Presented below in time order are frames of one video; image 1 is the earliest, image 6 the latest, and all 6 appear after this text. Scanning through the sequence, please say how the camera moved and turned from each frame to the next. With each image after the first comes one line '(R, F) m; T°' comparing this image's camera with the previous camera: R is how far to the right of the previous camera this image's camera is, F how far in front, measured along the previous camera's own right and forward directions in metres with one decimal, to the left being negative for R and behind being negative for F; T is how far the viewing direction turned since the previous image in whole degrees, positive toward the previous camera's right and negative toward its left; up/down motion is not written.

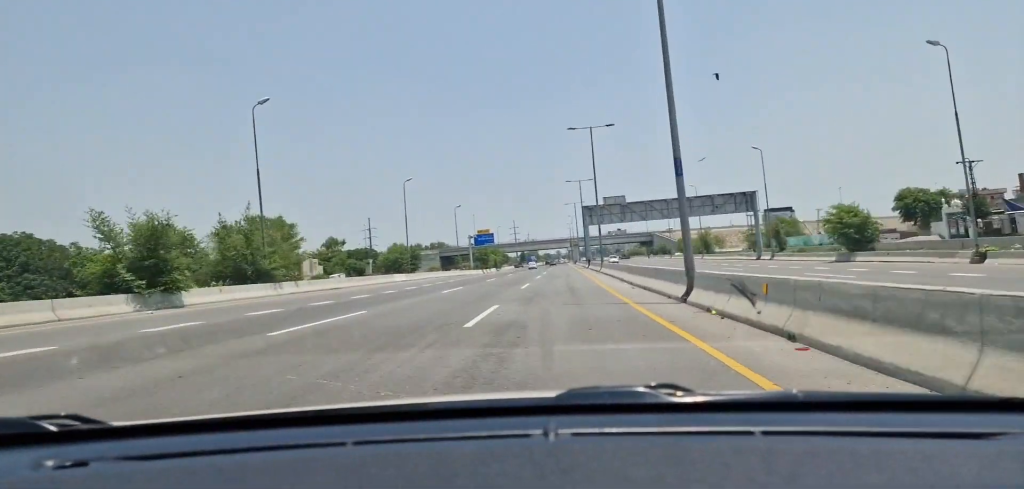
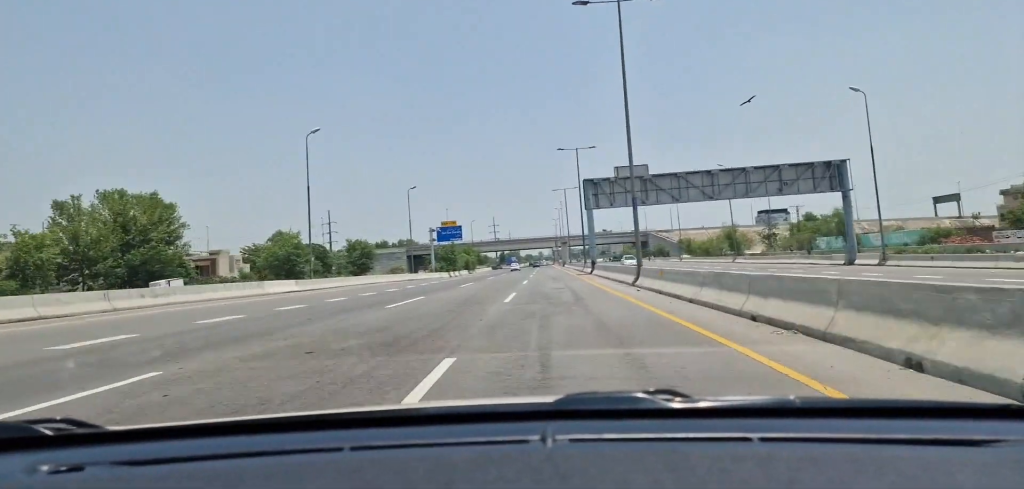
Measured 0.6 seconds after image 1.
(+0.1, +28.9) m; +1°
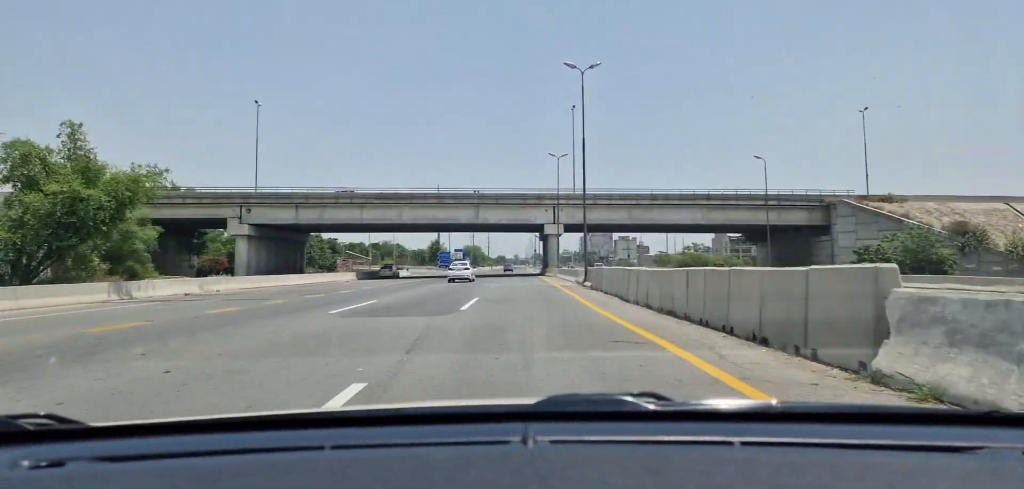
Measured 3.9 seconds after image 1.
(-0.4, +143.8) m; 0°
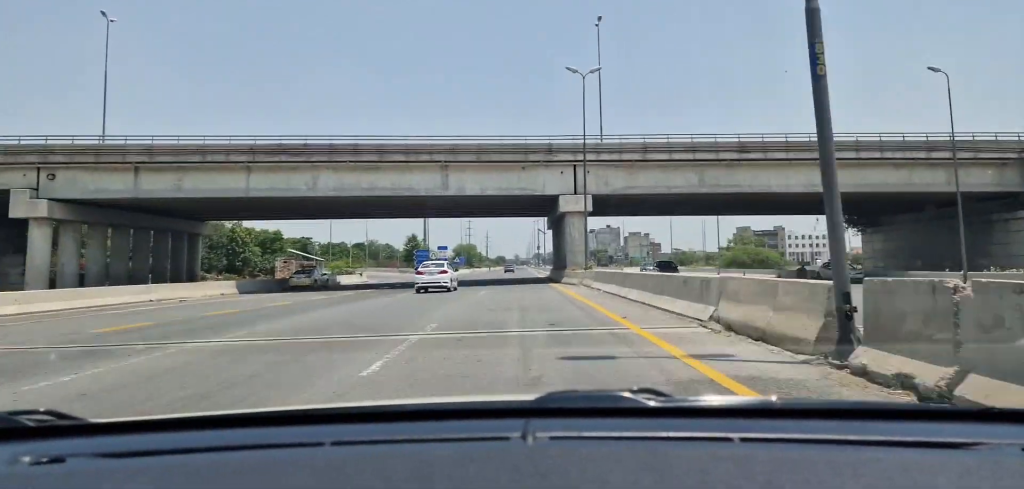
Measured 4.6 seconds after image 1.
(+0.4, +29.5) m; 0°
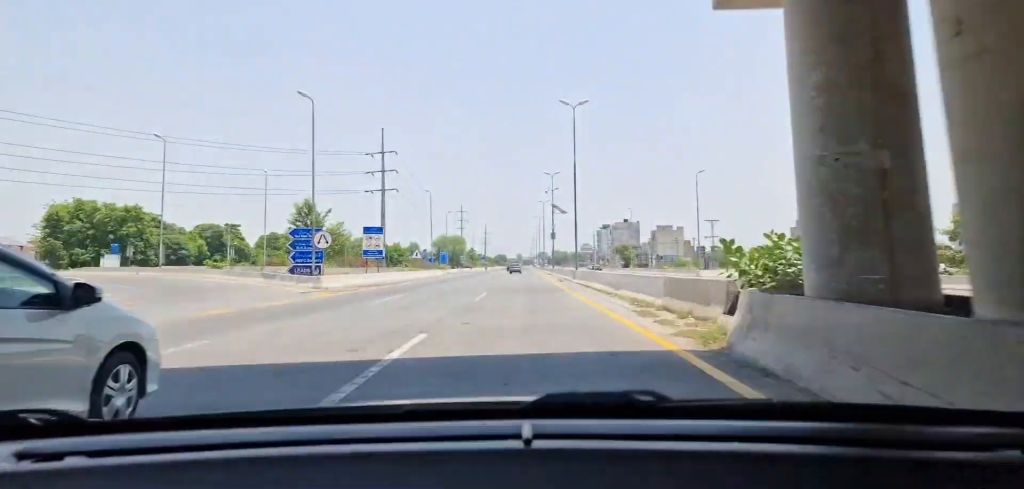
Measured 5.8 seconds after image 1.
(-0.5, +55.3) m; -1°
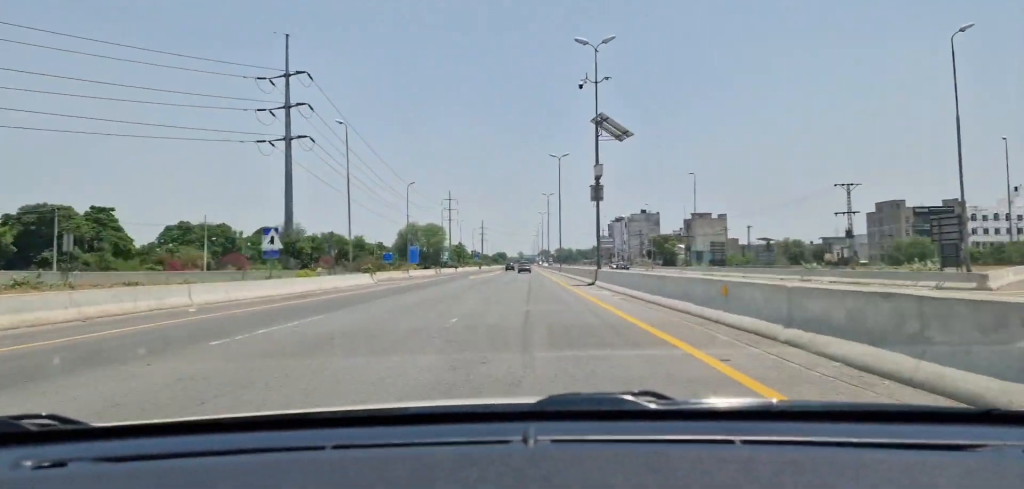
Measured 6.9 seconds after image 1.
(+0.1, +47.7) m; 0°
